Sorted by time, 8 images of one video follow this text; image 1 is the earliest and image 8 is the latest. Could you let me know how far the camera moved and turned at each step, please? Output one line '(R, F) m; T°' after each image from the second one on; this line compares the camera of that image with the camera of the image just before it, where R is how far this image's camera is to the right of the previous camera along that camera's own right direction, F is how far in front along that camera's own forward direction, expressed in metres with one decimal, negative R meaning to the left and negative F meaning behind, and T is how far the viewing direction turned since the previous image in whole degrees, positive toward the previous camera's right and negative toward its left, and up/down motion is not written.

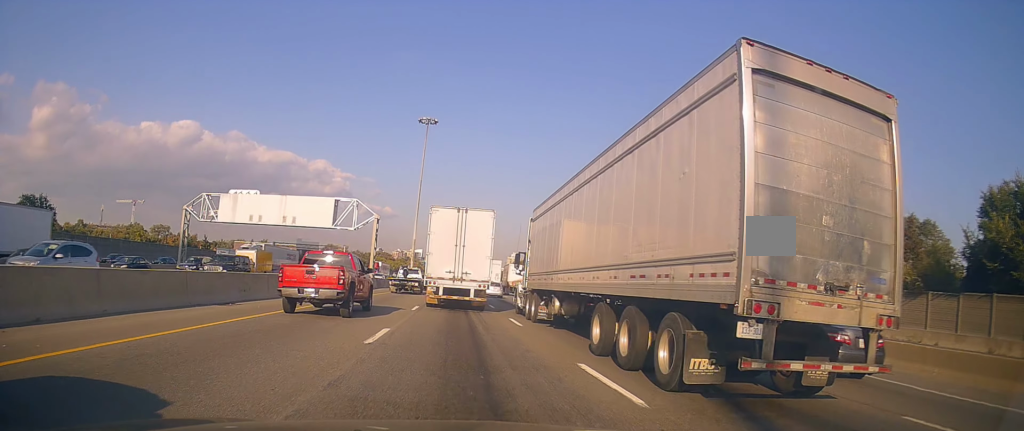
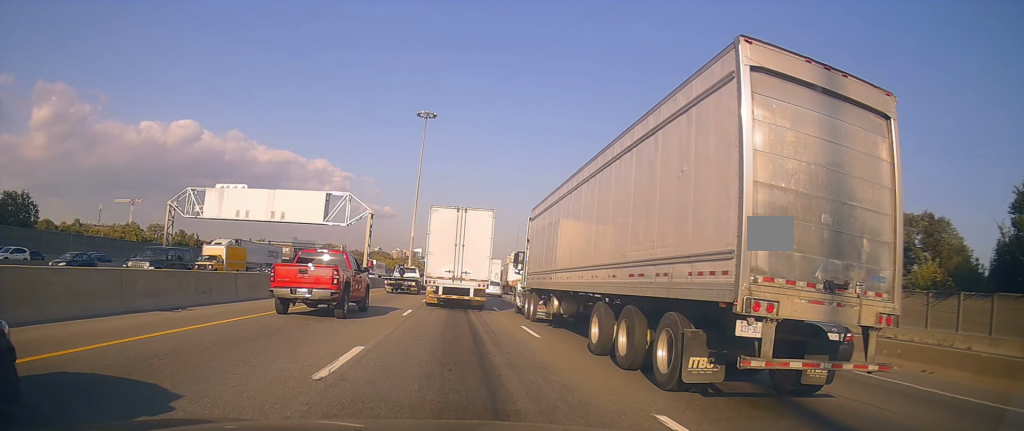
(0.0, +3.8) m; -1°
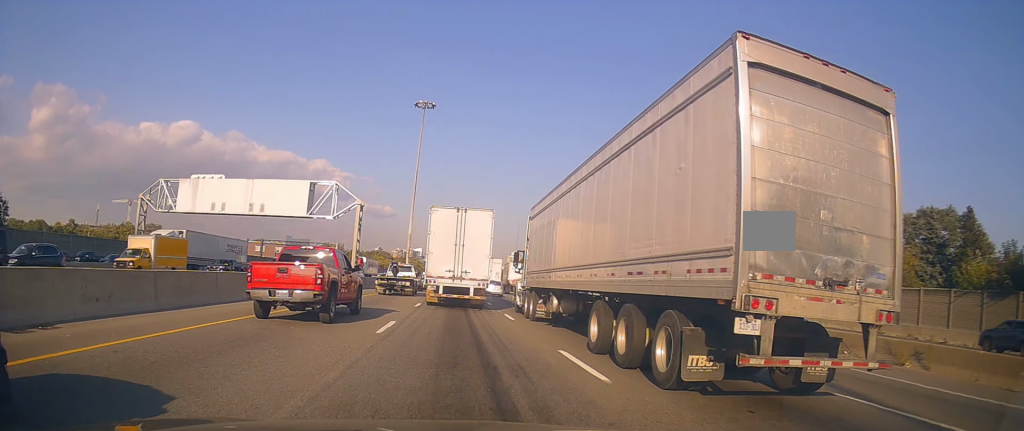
(+0.1, +6.4) m; -4°
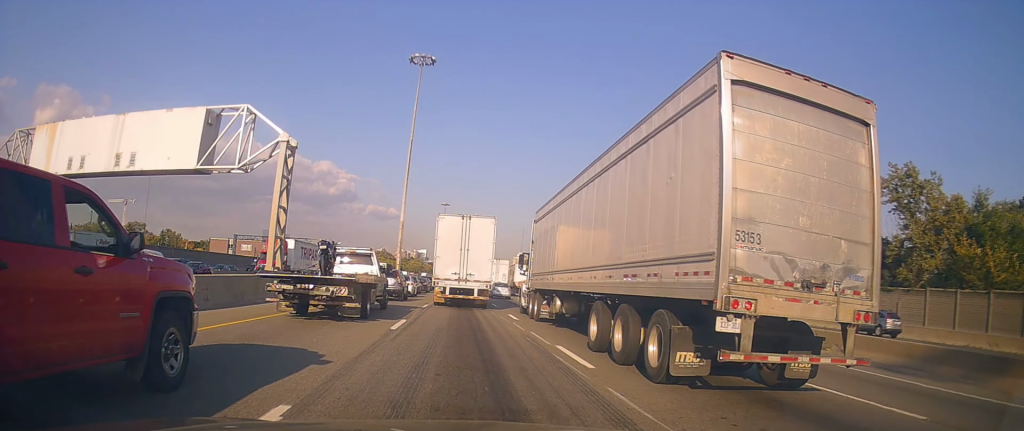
(+0.5, +22.3) m; +5°
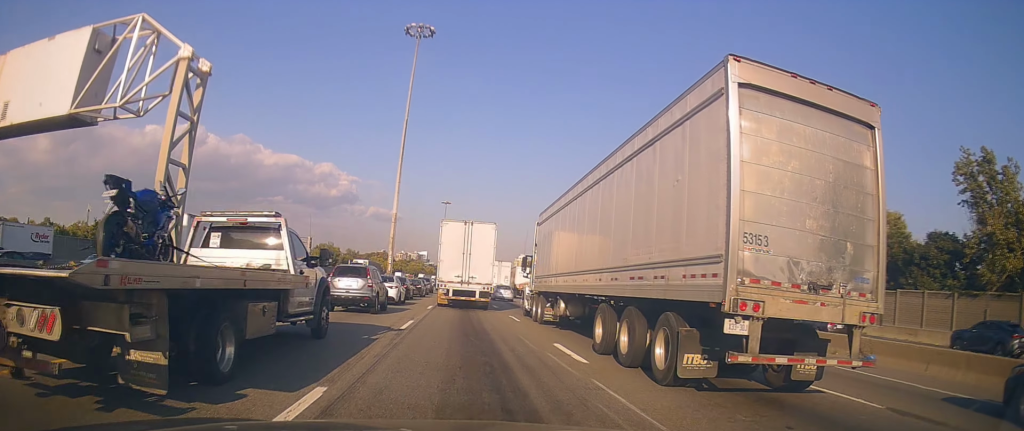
(0.0, +10.5) m; 0°
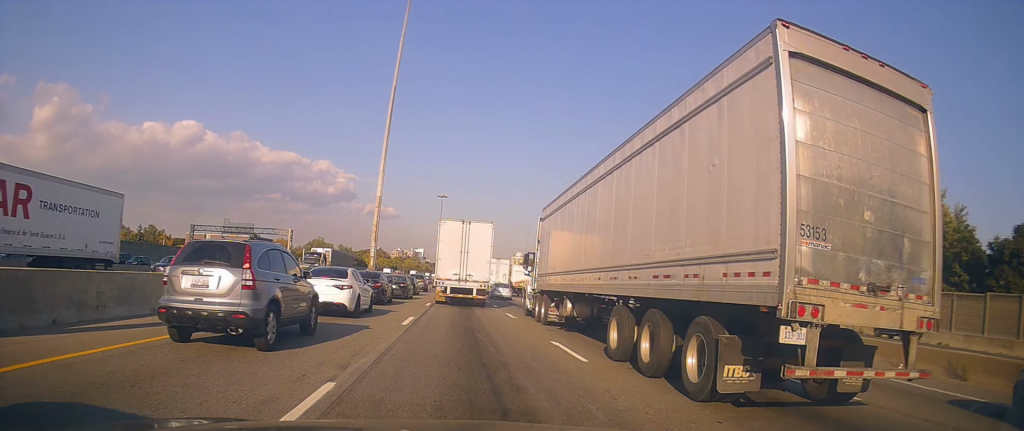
(-0.2, +10.8) m; -2°
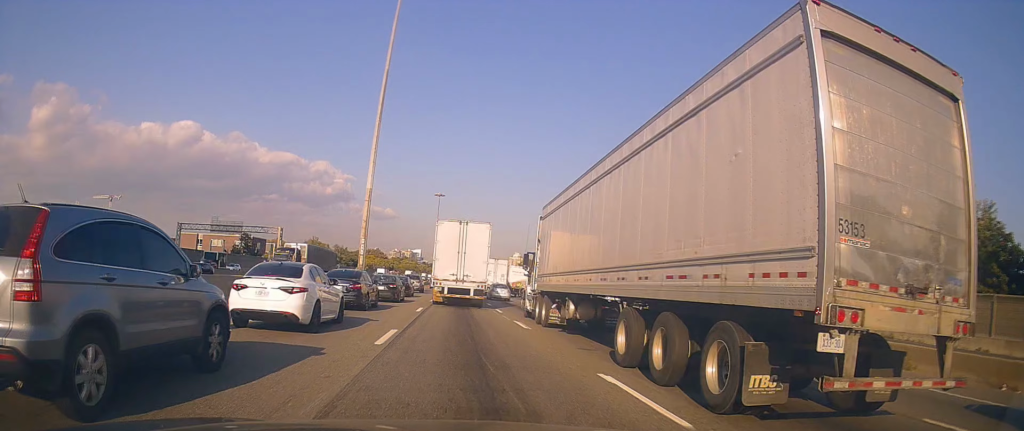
(-0.1, +4.7) m; 0°
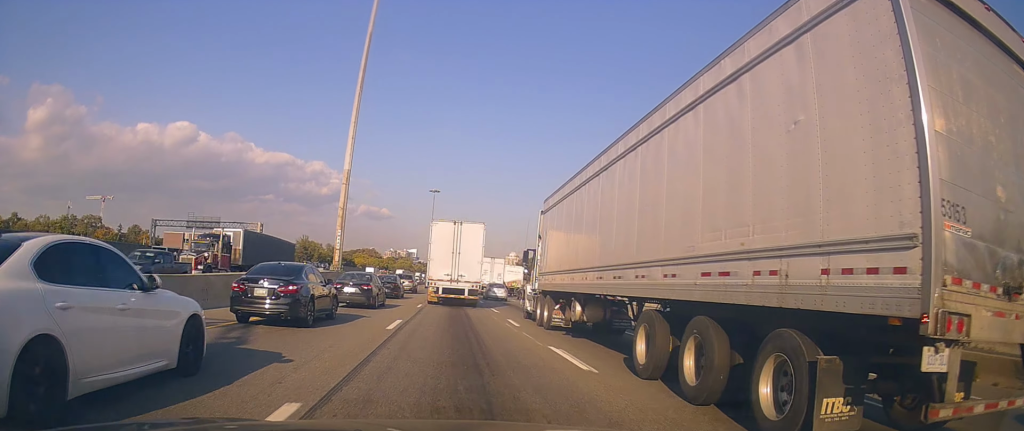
(0.0, +8.3) m; +1°
